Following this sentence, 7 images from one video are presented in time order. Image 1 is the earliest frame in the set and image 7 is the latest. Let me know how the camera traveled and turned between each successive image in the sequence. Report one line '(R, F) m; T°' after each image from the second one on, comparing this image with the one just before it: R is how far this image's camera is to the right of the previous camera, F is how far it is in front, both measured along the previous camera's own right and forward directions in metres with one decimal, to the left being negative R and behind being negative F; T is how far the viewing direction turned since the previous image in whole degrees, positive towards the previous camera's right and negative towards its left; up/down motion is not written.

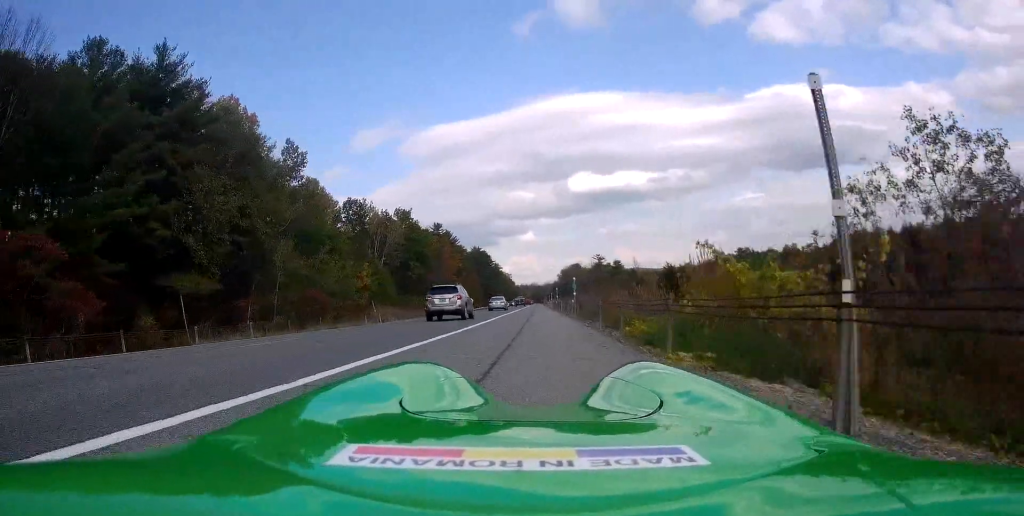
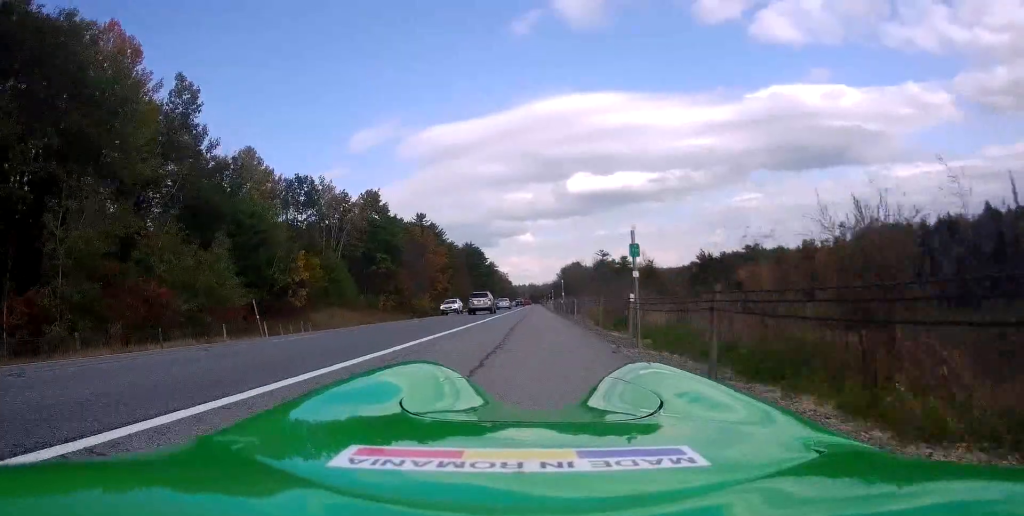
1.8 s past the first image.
(-0.8, +22.1) m; -1°
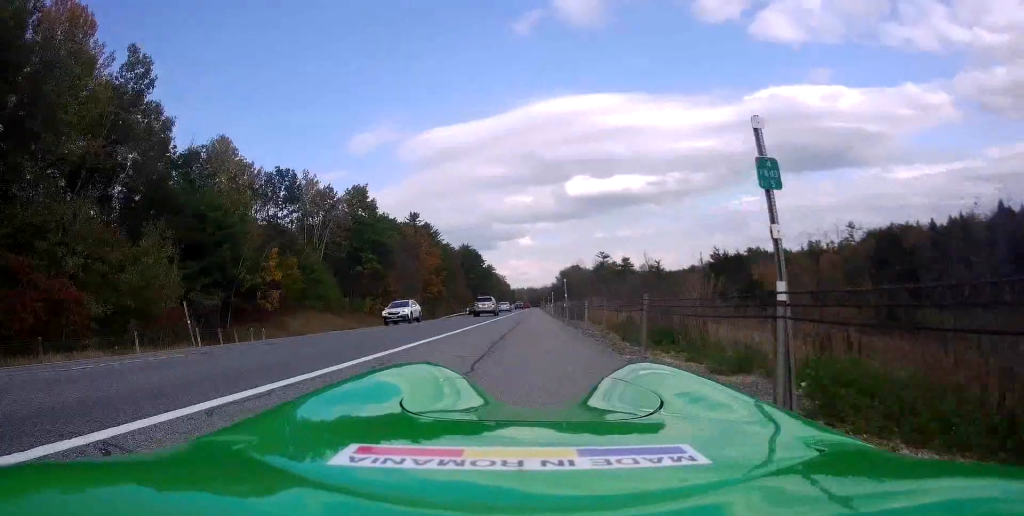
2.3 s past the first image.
(+0.3, +6.8) m; +2°
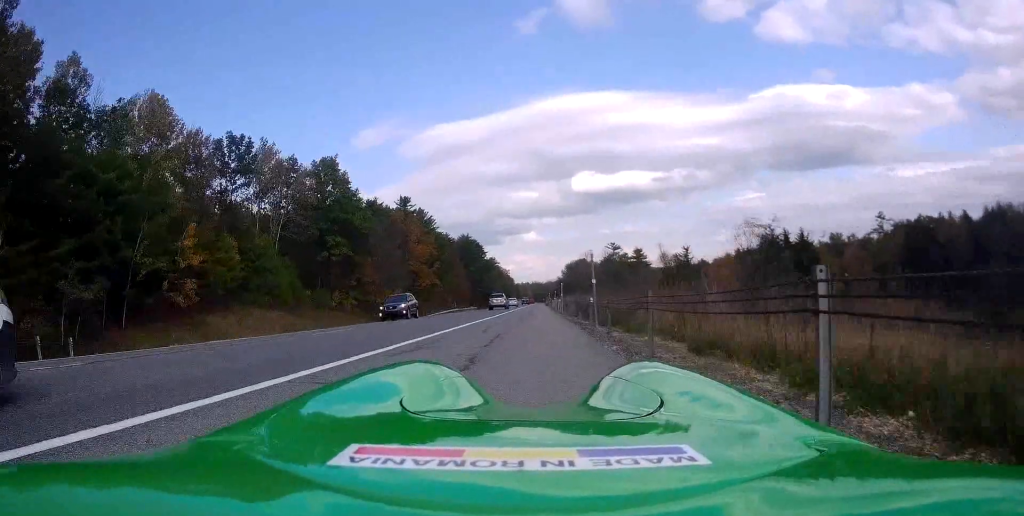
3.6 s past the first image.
(+0.2, +15.7) m; 0°
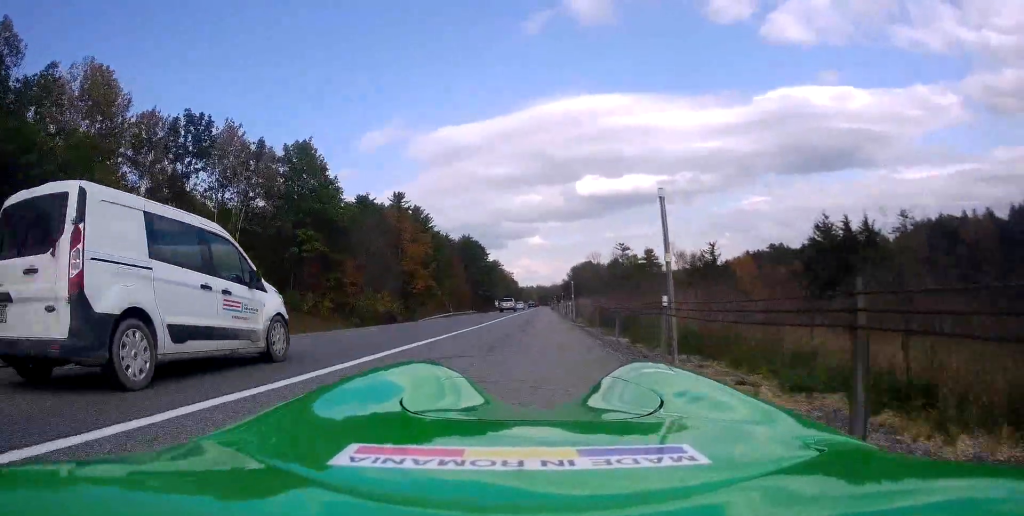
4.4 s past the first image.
(-0.2, +10.1) m; 0°
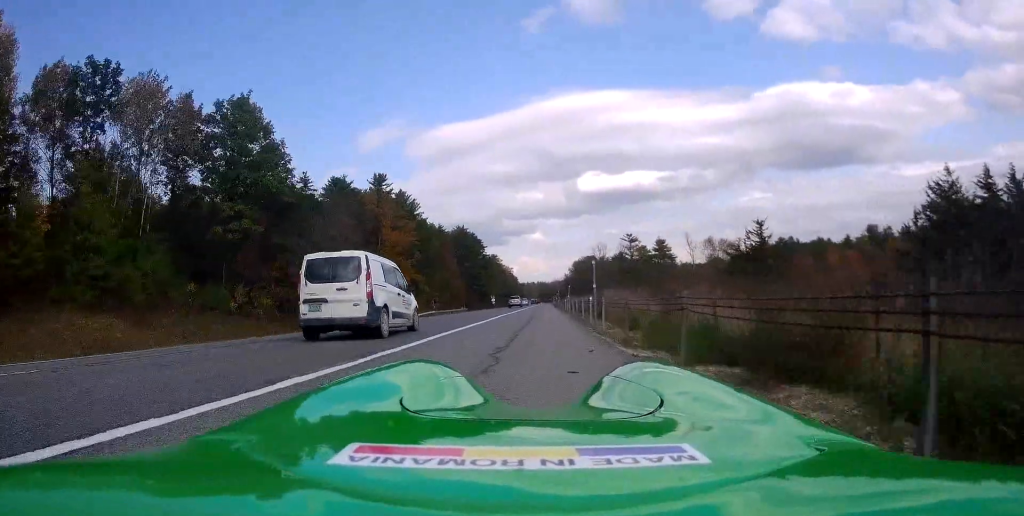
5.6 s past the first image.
(+0.2, +15.3) m; -1°
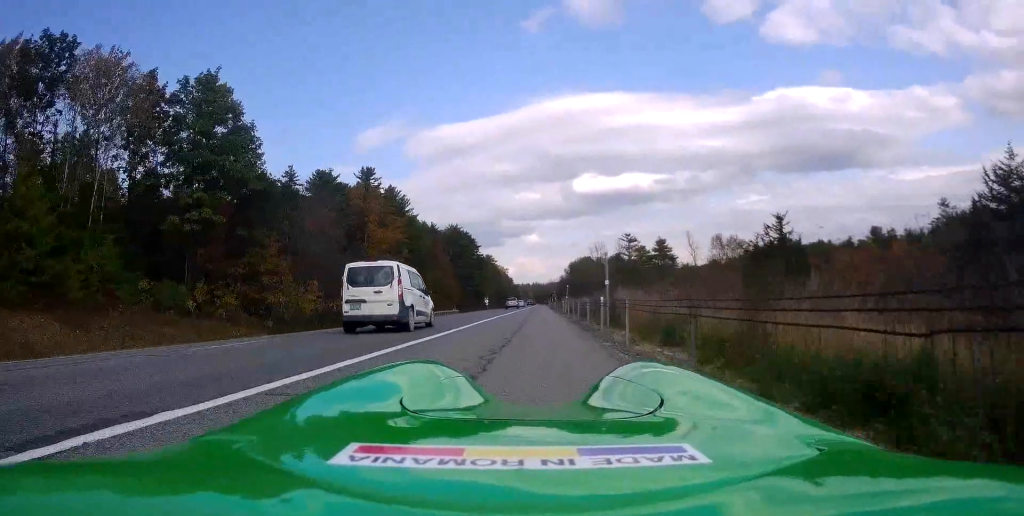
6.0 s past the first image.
(-0.2, +5.3) m; 0°
